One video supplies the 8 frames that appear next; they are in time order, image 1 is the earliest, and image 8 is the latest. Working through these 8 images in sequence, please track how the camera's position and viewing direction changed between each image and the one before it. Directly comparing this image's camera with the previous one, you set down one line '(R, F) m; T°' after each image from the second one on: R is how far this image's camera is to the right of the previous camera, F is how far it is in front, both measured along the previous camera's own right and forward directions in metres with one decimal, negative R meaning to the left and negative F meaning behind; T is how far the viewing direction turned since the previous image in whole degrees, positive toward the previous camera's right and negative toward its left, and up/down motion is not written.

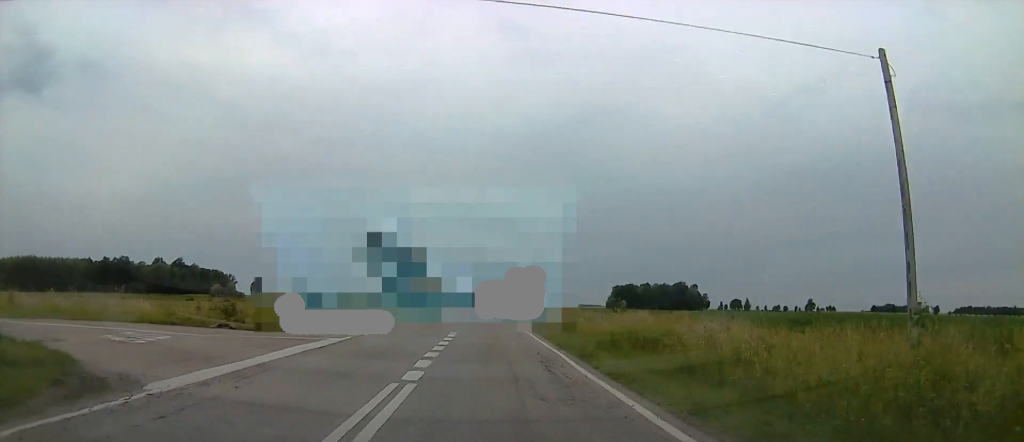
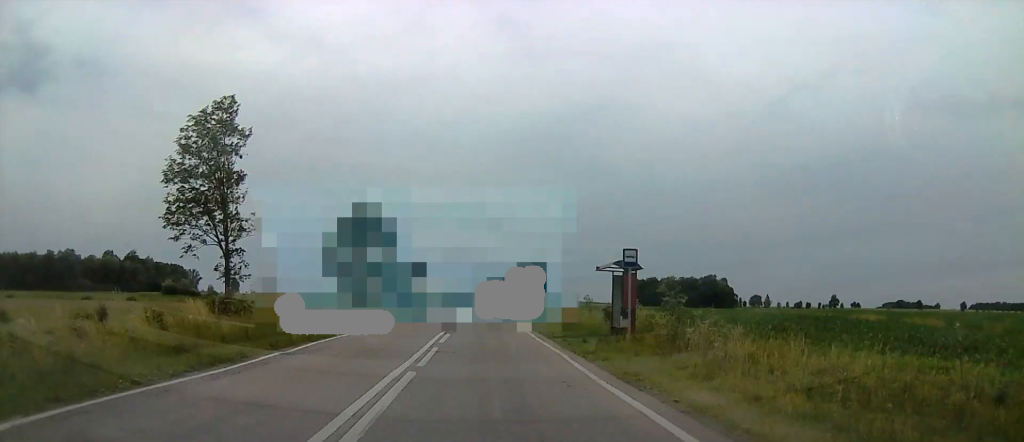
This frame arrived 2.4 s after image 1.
(+2.8, +58.0) m; +4°
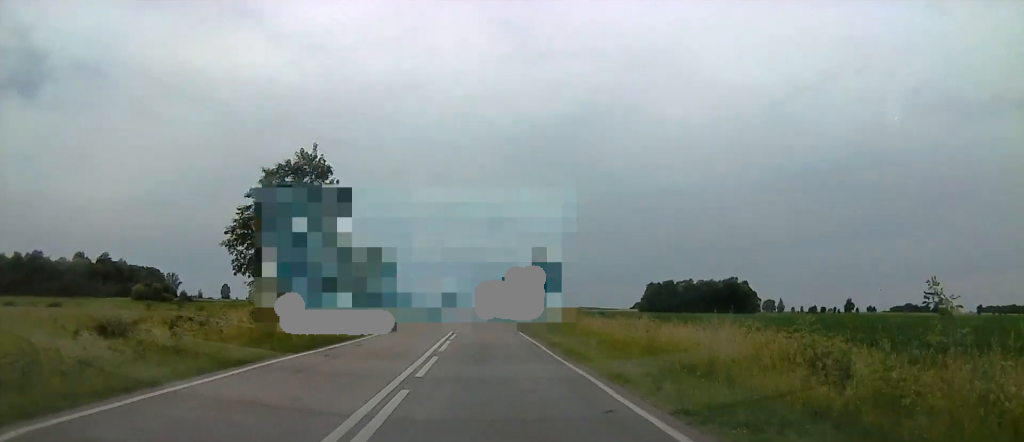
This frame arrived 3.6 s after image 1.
(0.0, +30.7) m; 0°
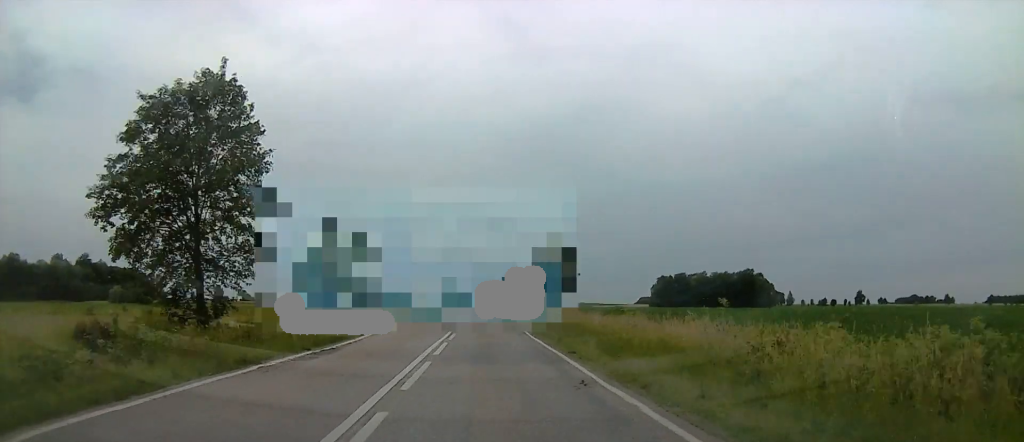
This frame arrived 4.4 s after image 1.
(-0.1, +20.1) m; 0°
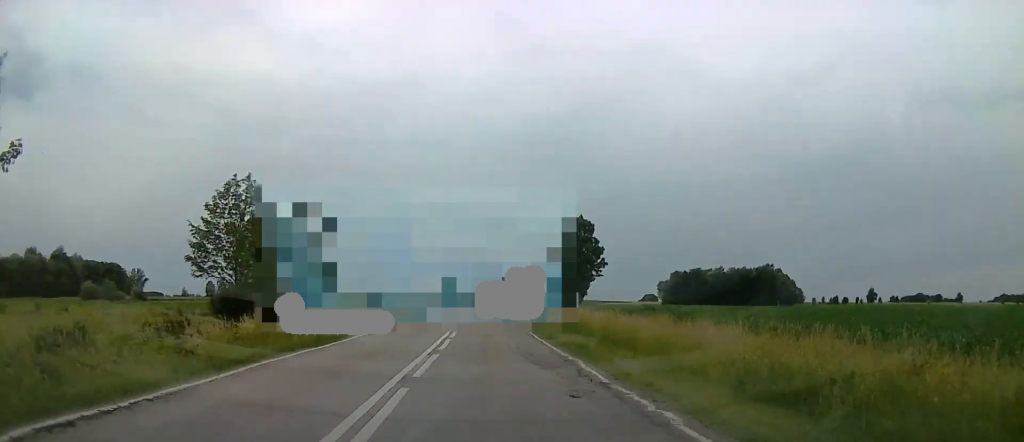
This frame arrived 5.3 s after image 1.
(+0.1, +22.5) m; 0°
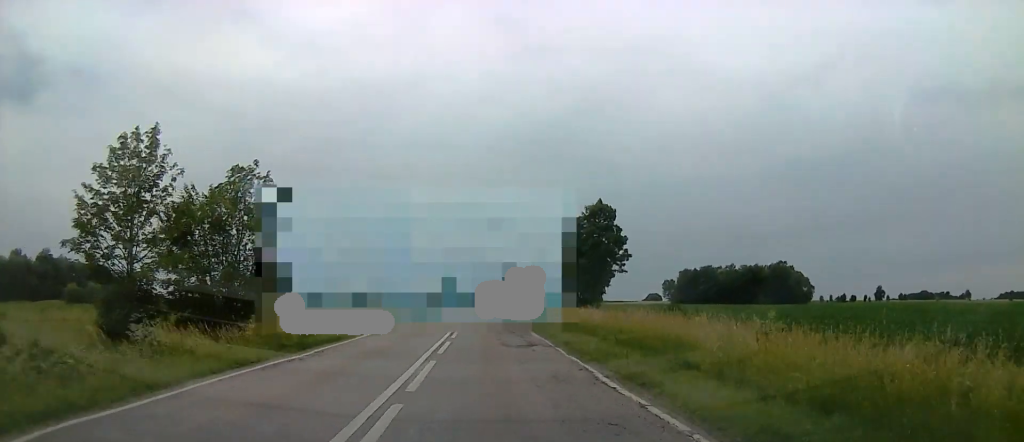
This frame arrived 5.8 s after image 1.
(0.0, +12.4) m; 0°
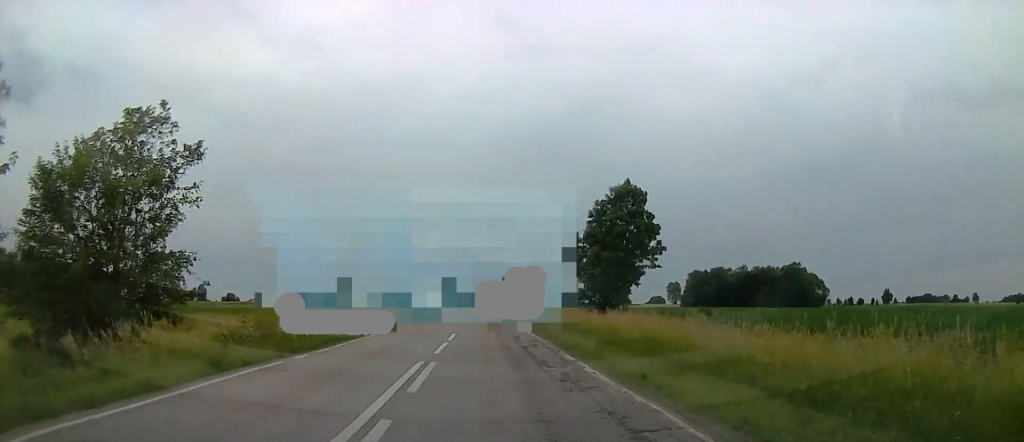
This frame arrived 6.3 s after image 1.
(0.0, +12.4) m; 0°
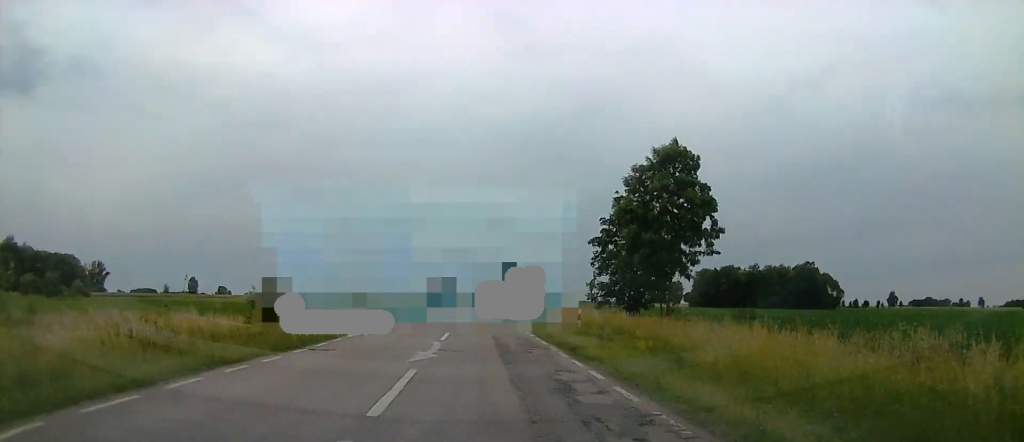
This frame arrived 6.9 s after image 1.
(0.0, +14.0) m; -1°
